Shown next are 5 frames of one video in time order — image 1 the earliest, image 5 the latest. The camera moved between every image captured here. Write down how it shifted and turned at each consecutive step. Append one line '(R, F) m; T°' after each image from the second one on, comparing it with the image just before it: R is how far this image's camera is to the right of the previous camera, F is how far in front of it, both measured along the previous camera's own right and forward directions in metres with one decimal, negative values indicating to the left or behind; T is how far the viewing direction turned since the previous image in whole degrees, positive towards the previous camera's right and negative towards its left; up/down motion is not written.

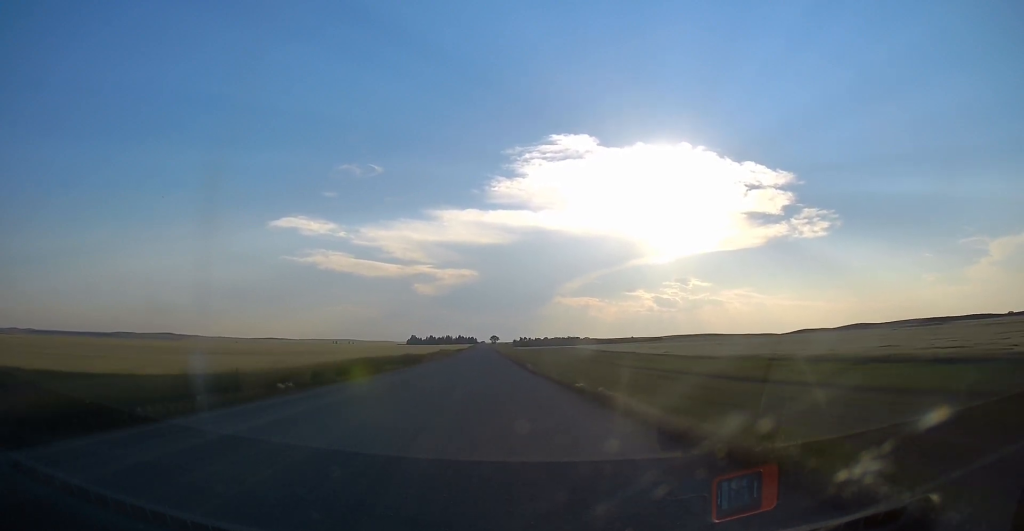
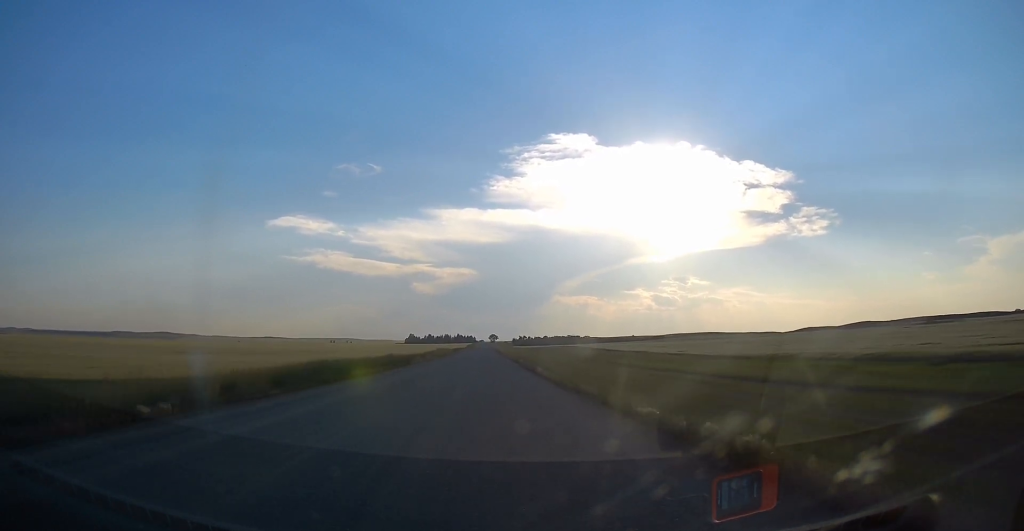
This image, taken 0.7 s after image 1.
(-0.3, +9.7) m; -1°
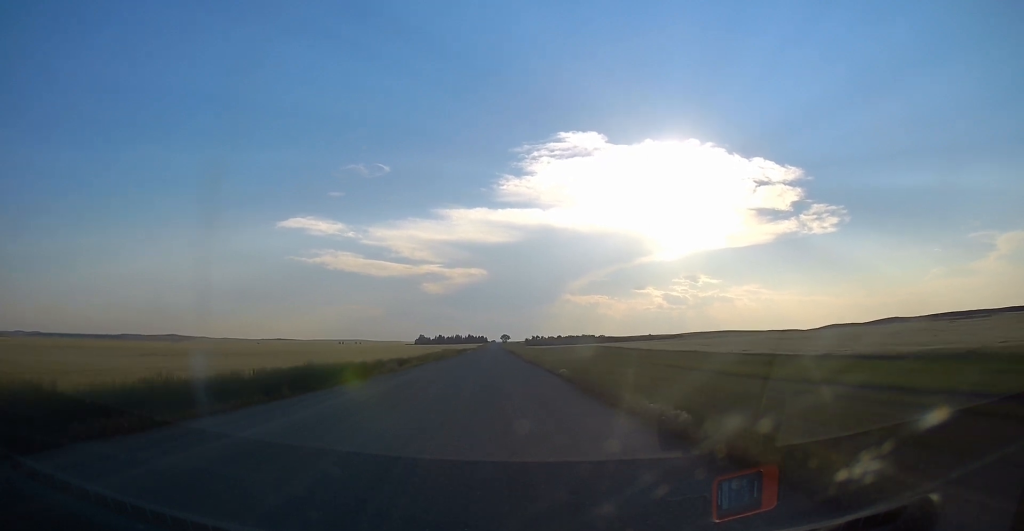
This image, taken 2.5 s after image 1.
(-0.2, +24.9) m; -1°
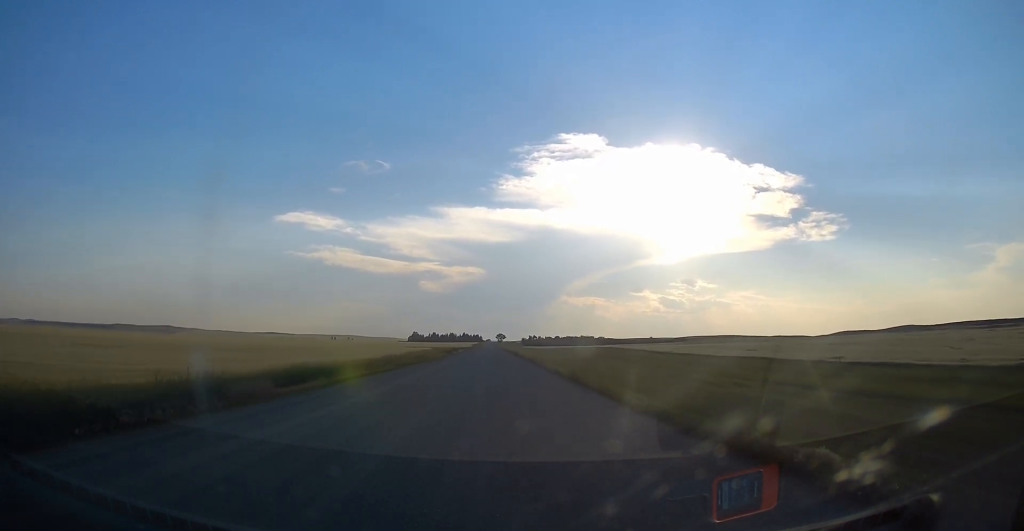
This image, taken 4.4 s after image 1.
(-0.4, +26.8) m; 0°
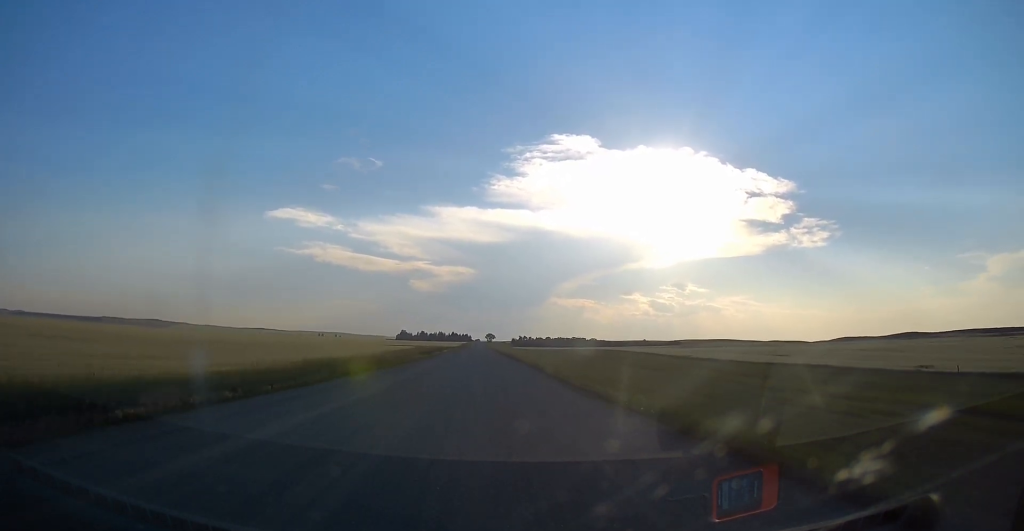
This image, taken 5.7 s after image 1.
(+0.3, +17.0) m; +1°
